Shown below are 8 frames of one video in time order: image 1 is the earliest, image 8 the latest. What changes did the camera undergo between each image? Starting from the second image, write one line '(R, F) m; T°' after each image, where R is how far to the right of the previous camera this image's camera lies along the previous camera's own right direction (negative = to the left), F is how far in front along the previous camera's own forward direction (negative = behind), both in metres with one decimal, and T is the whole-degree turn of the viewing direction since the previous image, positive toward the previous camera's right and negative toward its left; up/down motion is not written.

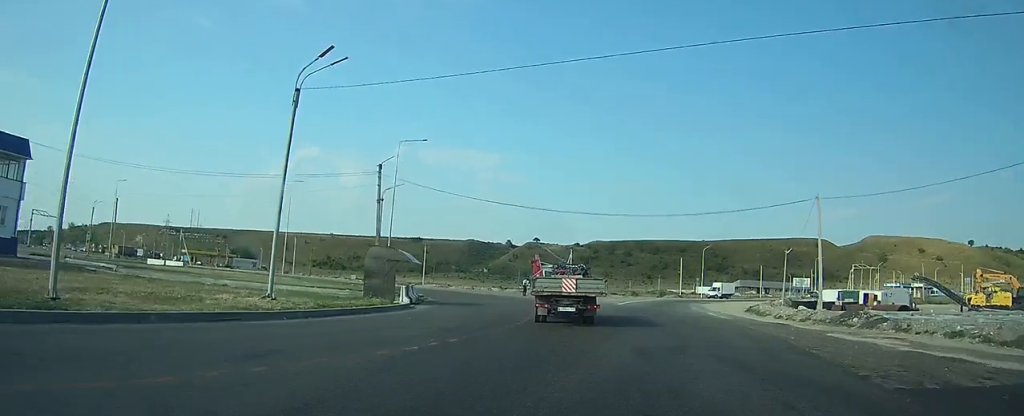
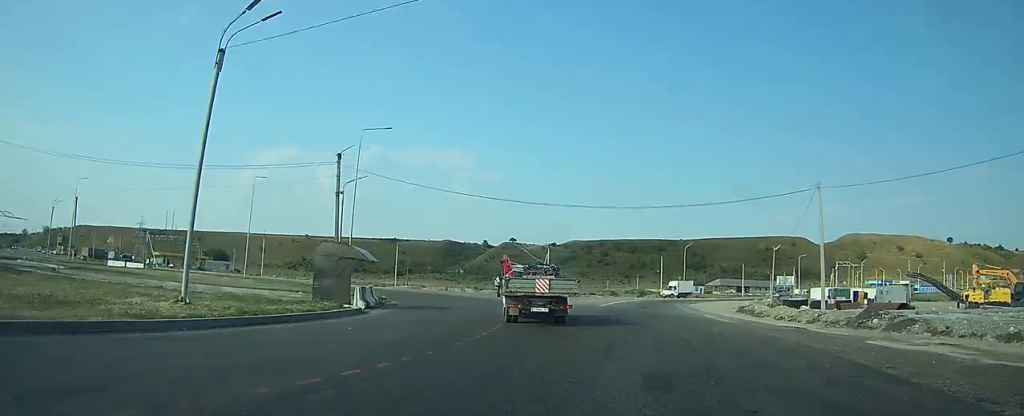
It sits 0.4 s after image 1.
(+0.1, +3.9) m; +3°
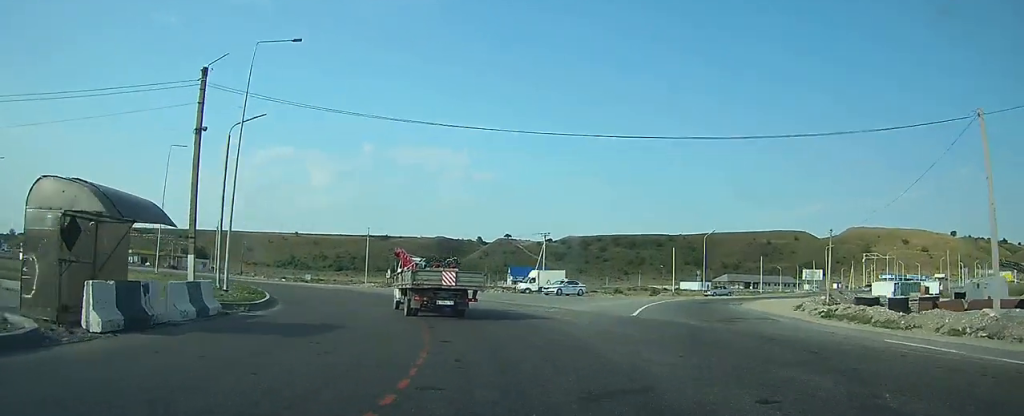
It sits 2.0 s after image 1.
(+1.2, +15.5) m; +5°
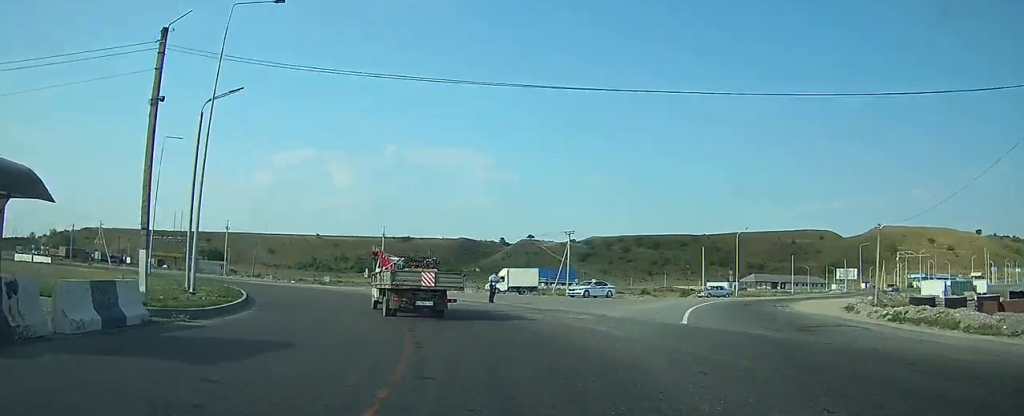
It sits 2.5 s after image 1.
(+0.1, +4.4) m; -1°
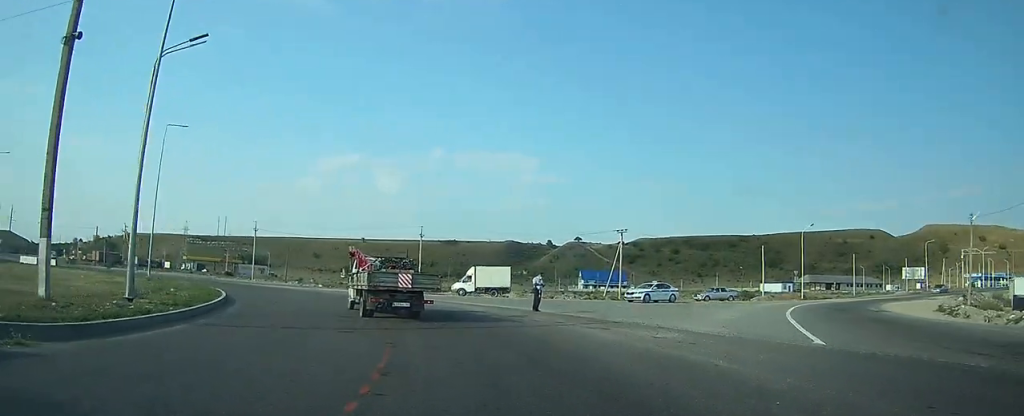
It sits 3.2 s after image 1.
(-0.2, +6.3) m; -3°
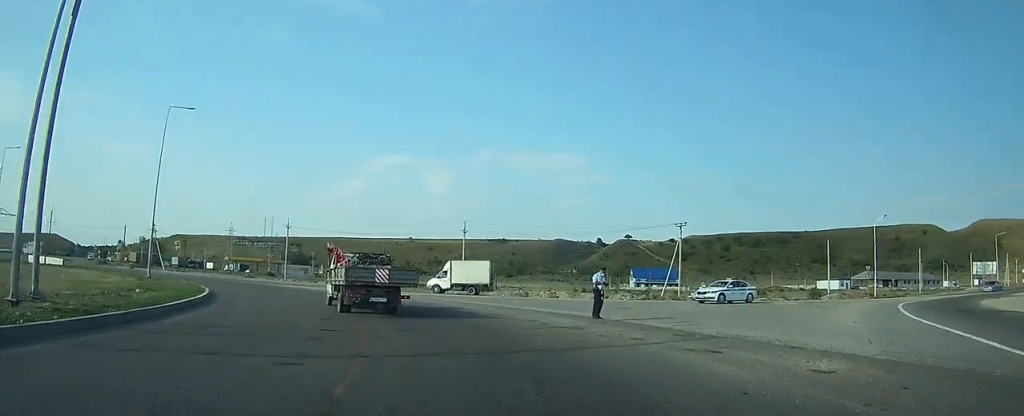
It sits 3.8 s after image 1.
(-0.1, +5.9) m; -3°
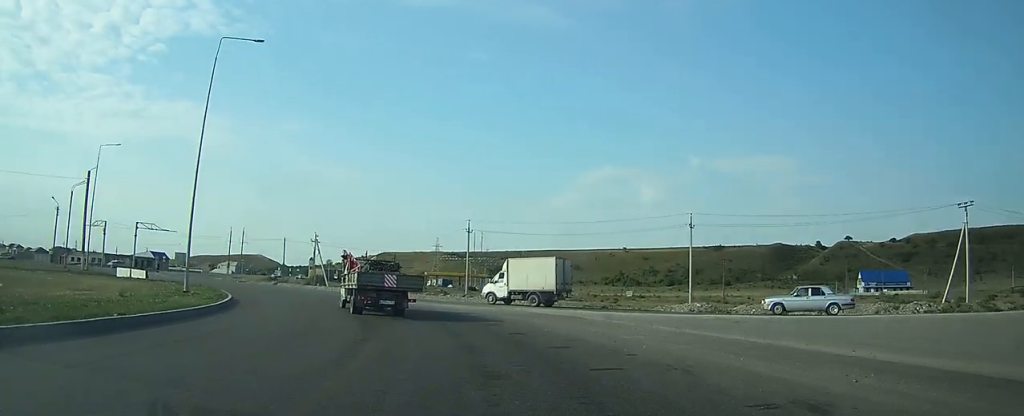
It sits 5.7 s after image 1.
(-2.3, +17.5) m; -18°
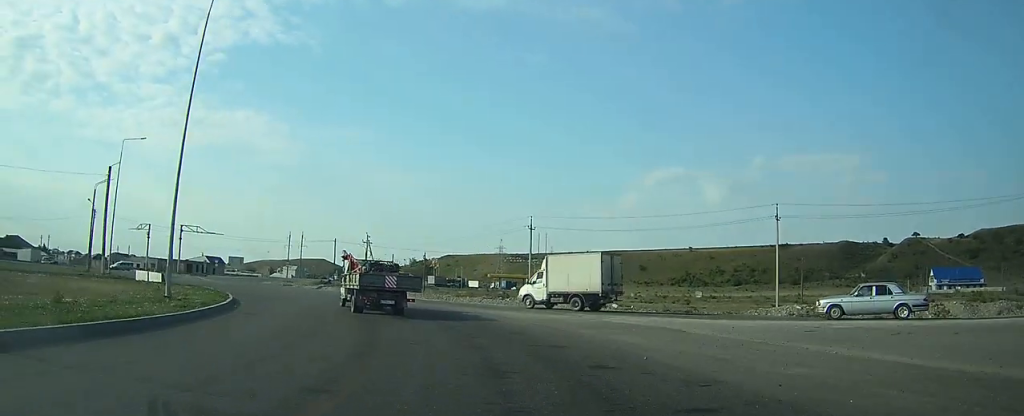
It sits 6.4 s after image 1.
(-0.6, +6.2) m; -4°
